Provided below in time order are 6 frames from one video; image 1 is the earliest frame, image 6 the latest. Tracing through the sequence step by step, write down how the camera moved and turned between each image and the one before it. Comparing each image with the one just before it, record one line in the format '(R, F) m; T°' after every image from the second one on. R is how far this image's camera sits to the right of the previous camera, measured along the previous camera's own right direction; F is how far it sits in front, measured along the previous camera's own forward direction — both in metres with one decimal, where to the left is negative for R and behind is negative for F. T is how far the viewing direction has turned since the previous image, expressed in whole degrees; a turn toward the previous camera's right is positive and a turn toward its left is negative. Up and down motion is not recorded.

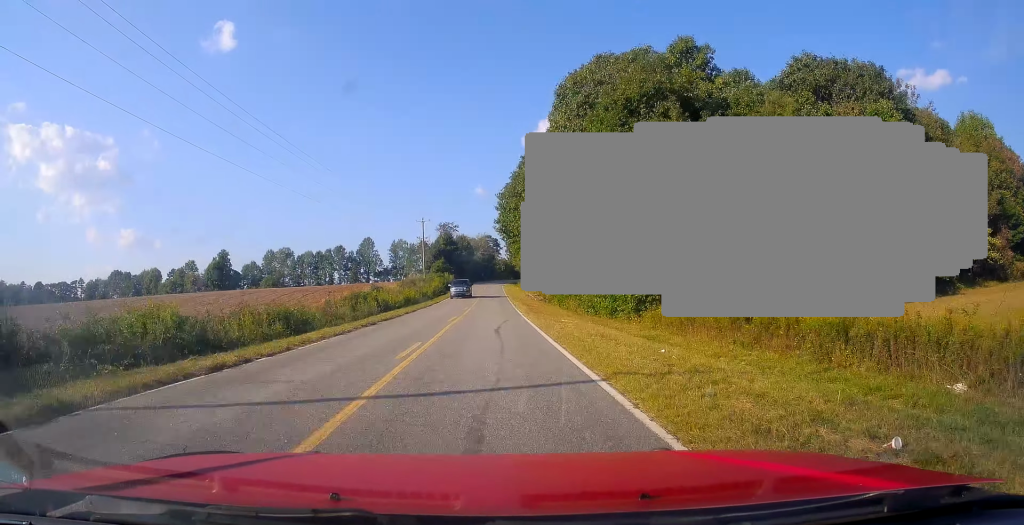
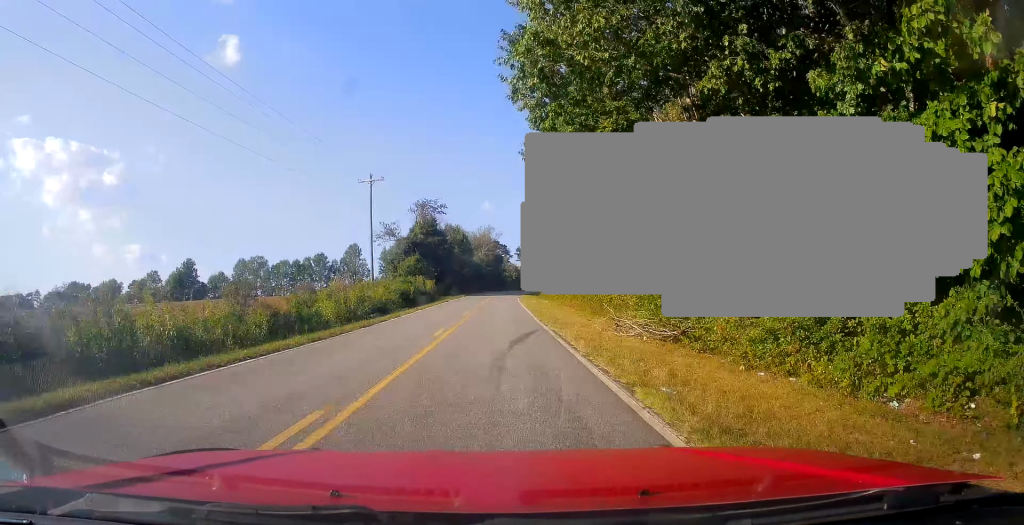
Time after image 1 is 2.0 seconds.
(0.0, +45.6) m; -1°
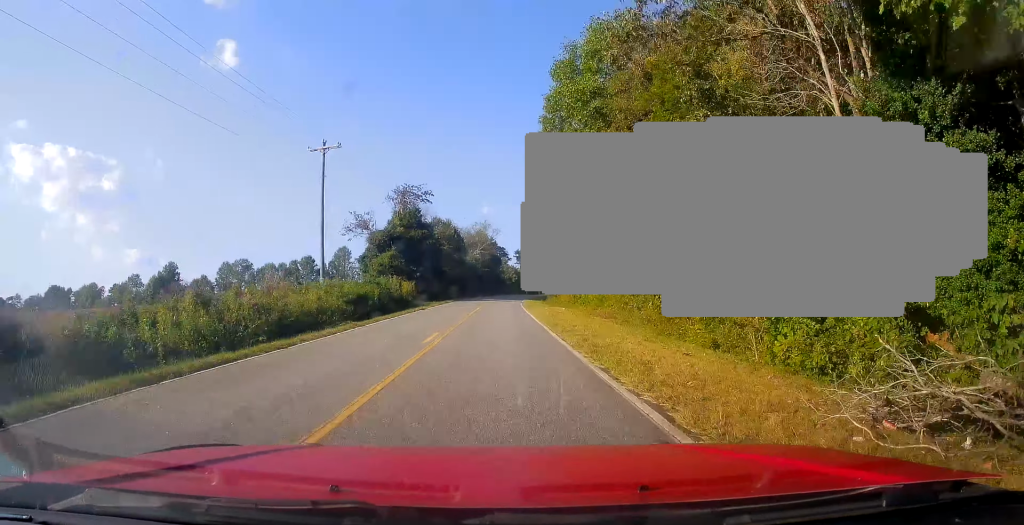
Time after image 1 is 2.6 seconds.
(-0.3, +14.1) m; 0°
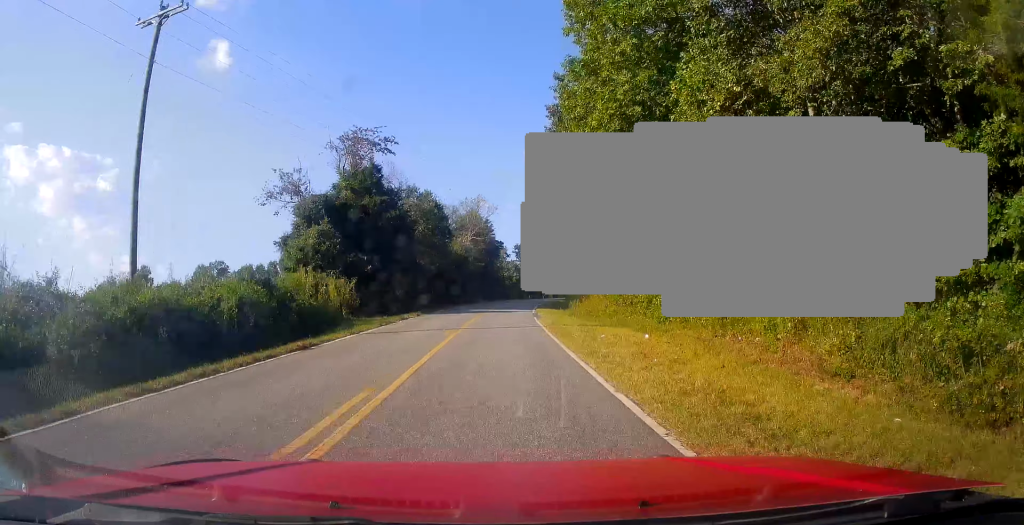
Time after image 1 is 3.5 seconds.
(+0.1, +20.5) m; +1°
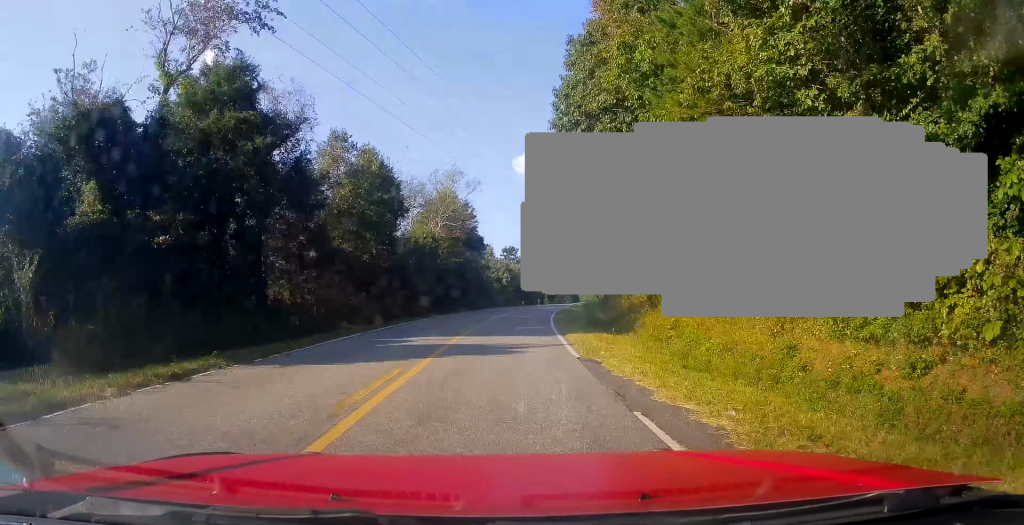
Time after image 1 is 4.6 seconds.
(+0.2, +23.2) m; +2°
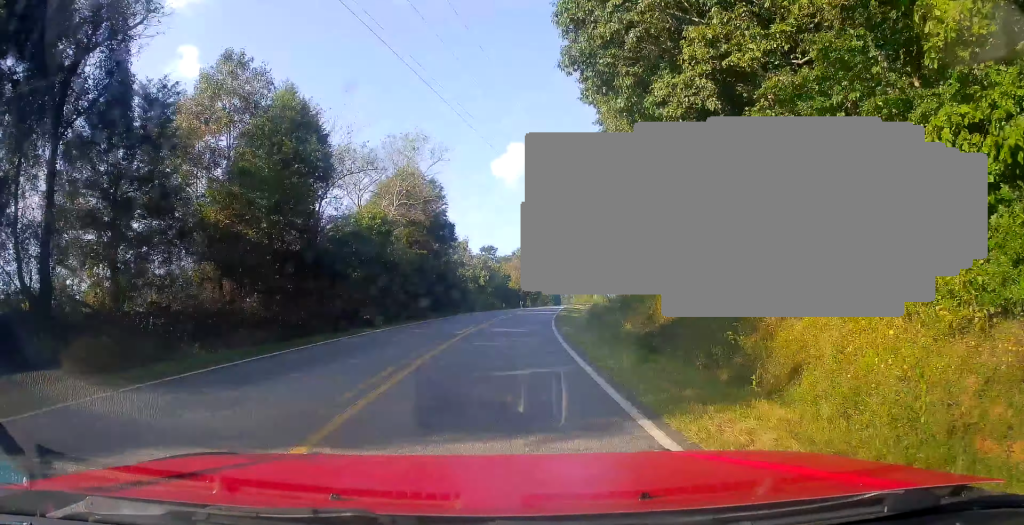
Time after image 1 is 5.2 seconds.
(+0.1, +12.9) m; +2°
